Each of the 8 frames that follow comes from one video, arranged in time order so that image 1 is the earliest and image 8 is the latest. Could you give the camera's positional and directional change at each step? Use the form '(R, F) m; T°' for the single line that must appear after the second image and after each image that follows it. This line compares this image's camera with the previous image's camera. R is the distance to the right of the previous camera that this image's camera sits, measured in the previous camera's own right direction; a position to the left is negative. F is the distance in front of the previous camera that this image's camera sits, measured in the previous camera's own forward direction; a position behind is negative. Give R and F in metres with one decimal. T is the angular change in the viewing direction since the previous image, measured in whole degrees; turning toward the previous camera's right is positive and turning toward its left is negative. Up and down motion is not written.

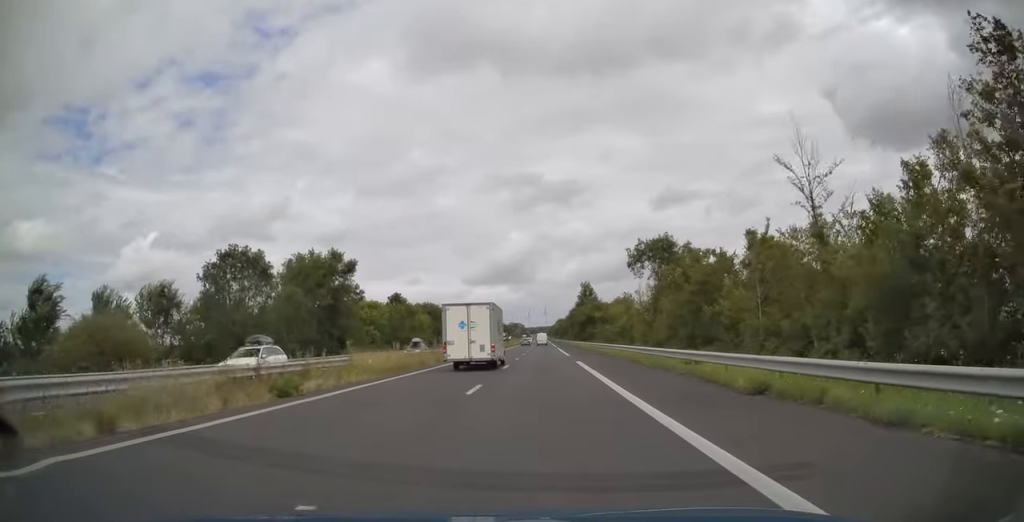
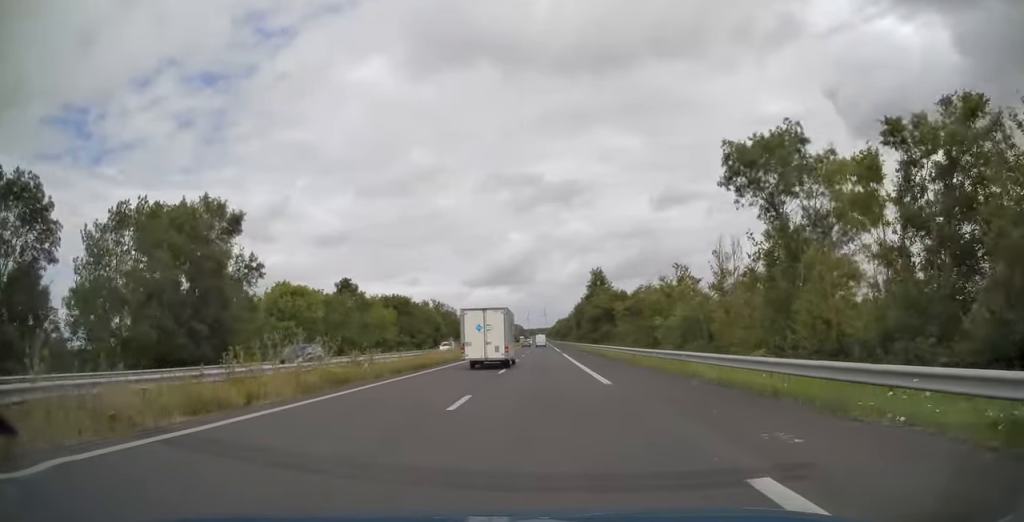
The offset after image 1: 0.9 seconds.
(0.0, +28.4) m; 0°
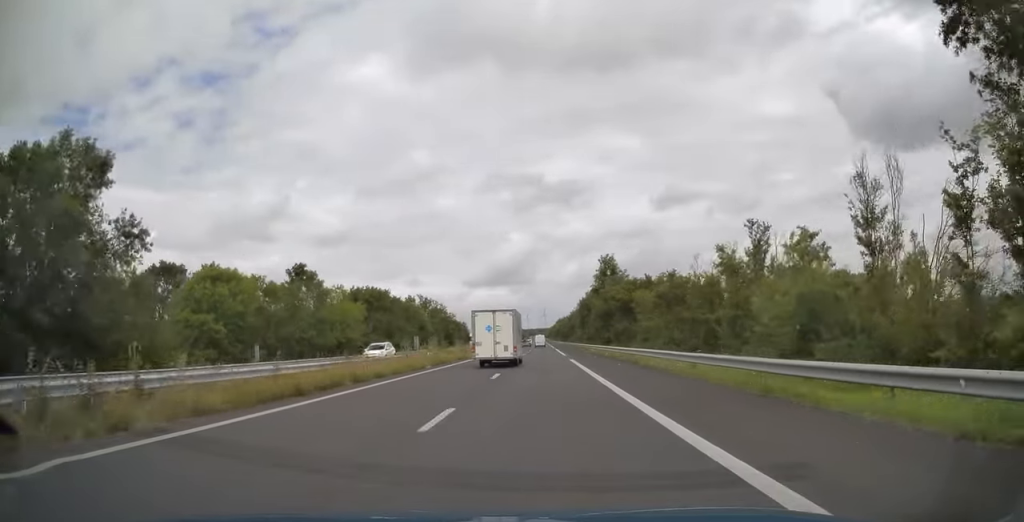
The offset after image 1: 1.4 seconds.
(0.0, +16.1) m; 0°
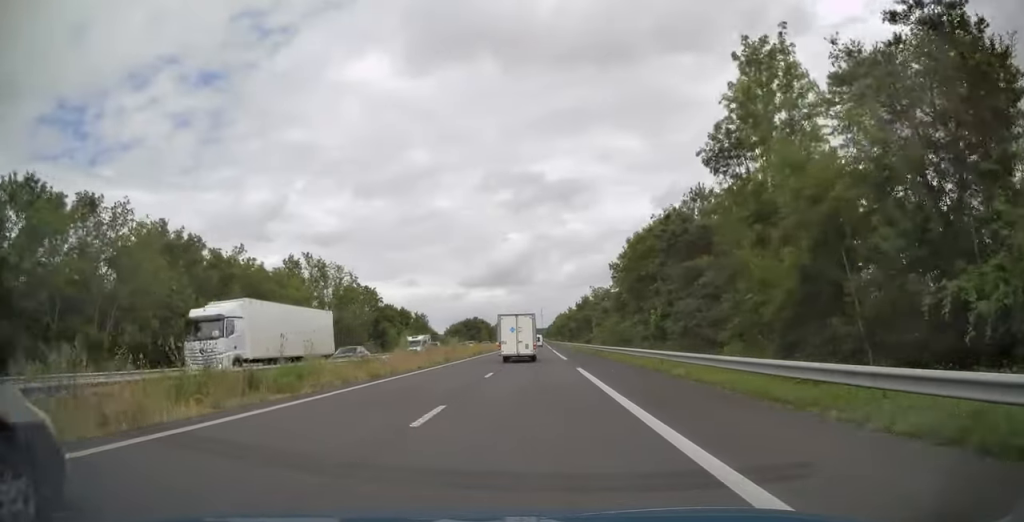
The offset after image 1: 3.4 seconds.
(+0.1, +64.4) m; 0°
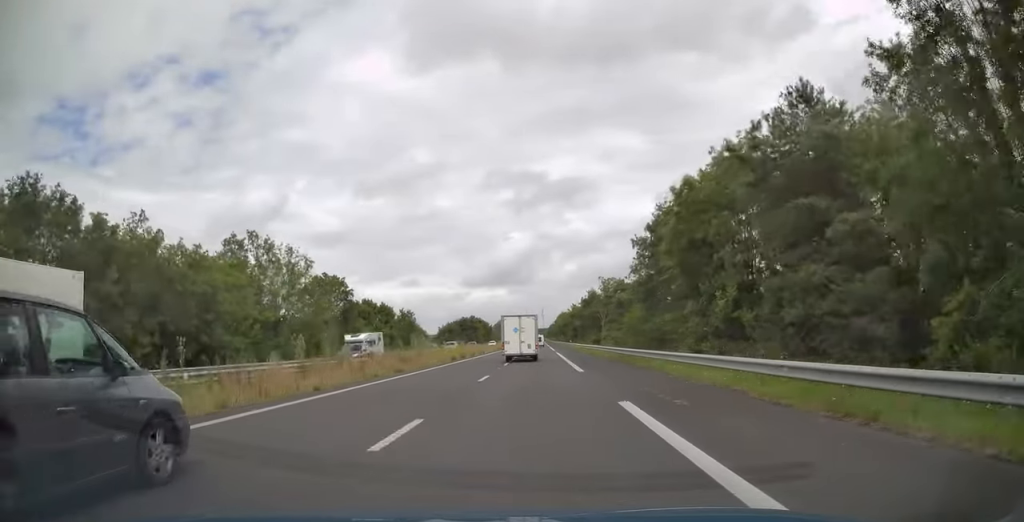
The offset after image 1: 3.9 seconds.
(0.0, +15.0) m; 0°
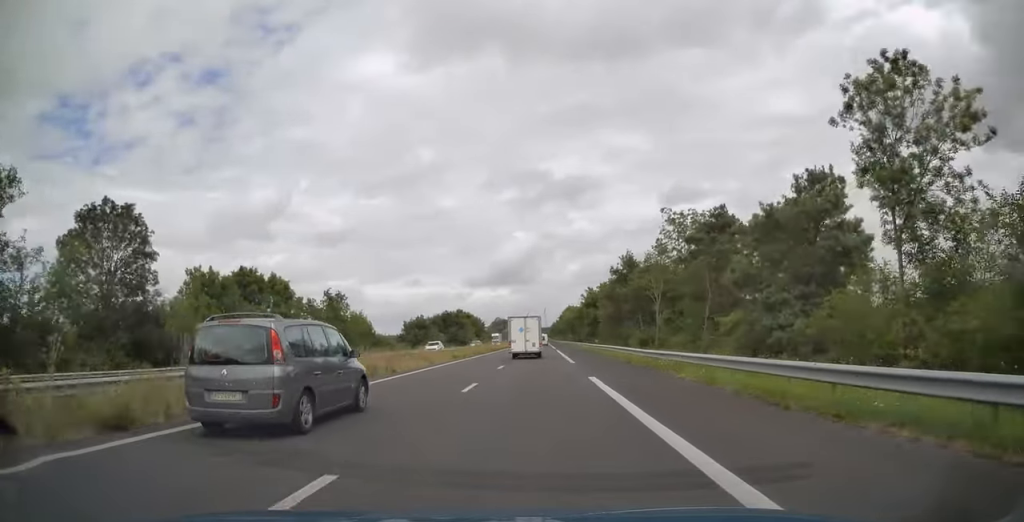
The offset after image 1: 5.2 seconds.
(0.0, +43.6) m; 0°
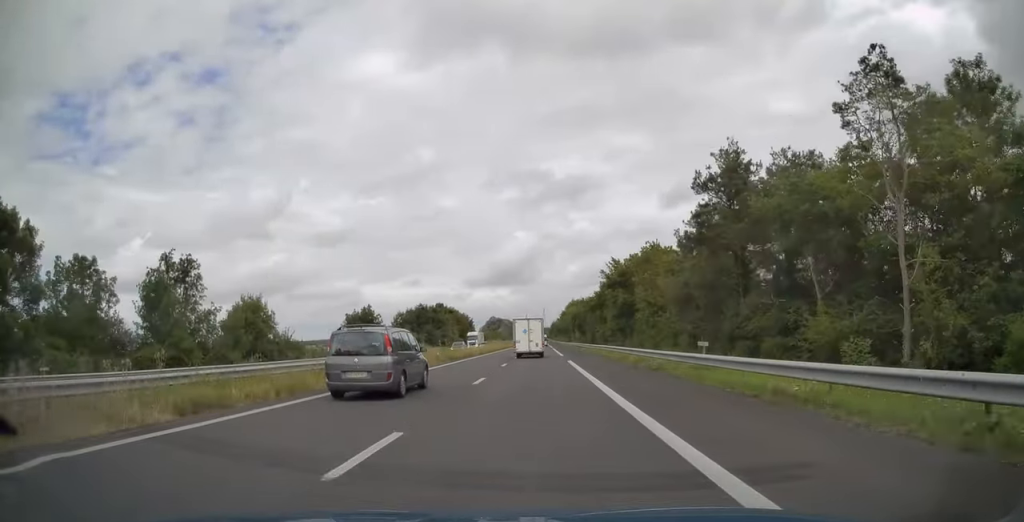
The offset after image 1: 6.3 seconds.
(0.0, +36.1) m; 0°
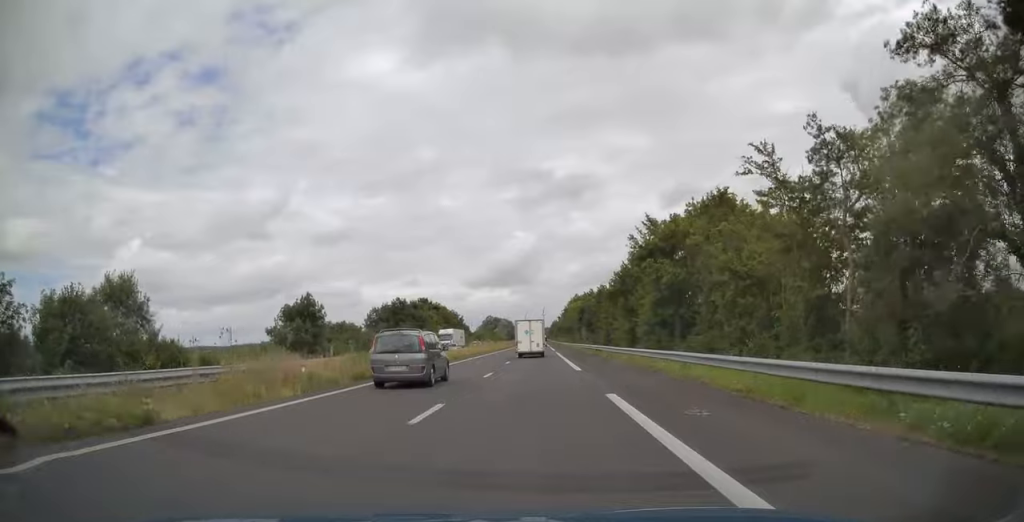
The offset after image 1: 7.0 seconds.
(0.0, +22.1) m; 0°
